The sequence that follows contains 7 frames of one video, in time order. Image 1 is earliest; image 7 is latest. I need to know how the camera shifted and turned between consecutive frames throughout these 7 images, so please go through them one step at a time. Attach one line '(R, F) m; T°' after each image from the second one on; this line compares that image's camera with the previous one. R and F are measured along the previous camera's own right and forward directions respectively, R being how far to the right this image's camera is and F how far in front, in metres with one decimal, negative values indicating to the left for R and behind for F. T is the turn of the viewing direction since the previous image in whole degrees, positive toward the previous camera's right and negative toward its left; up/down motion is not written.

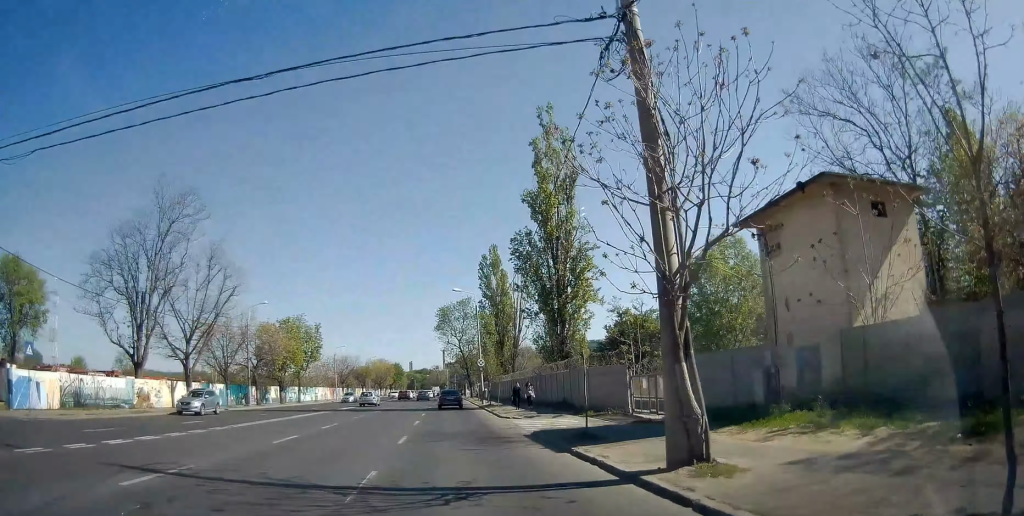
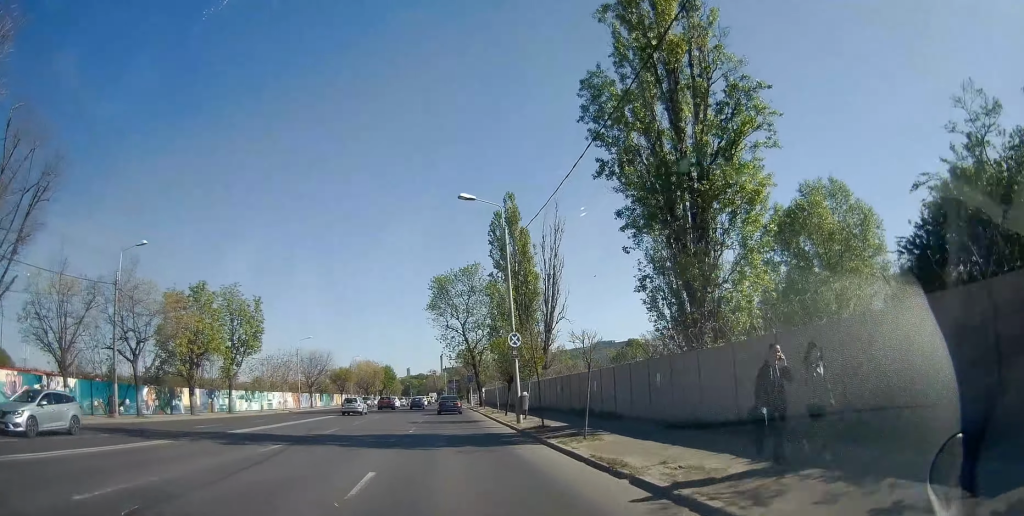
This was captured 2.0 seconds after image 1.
(-0.7, +26.8) m; -1°
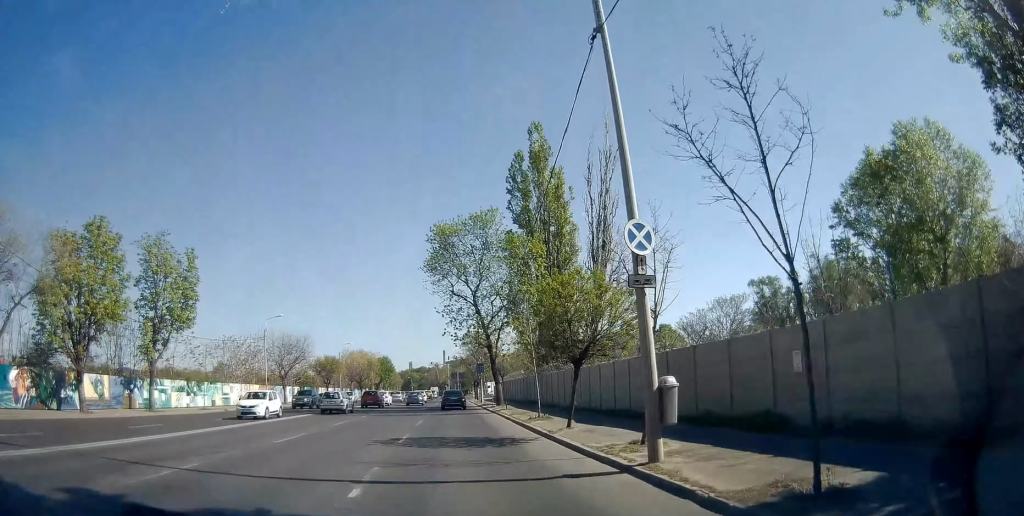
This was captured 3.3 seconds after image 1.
(+0.3, +16.7) m; +1°
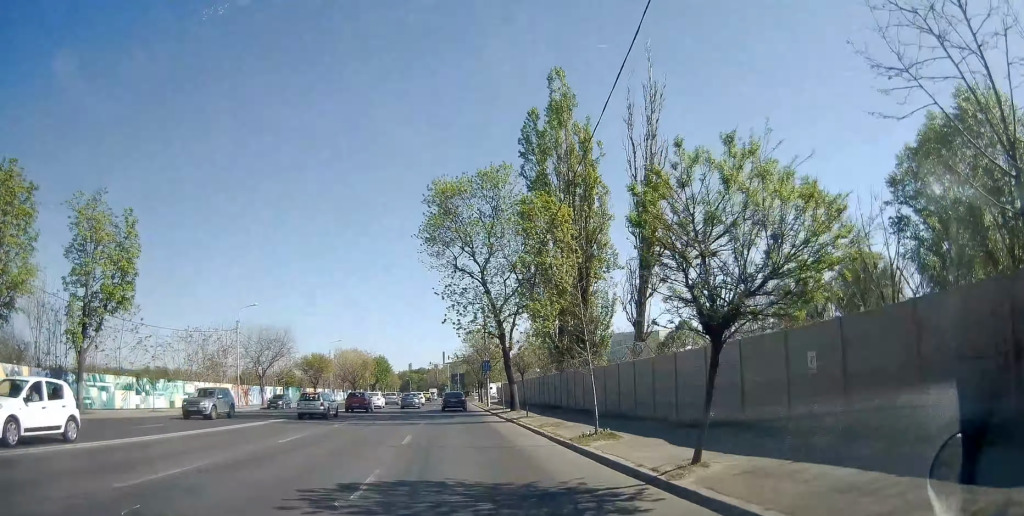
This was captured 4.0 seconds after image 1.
(0.0, +9.2) m; -1°
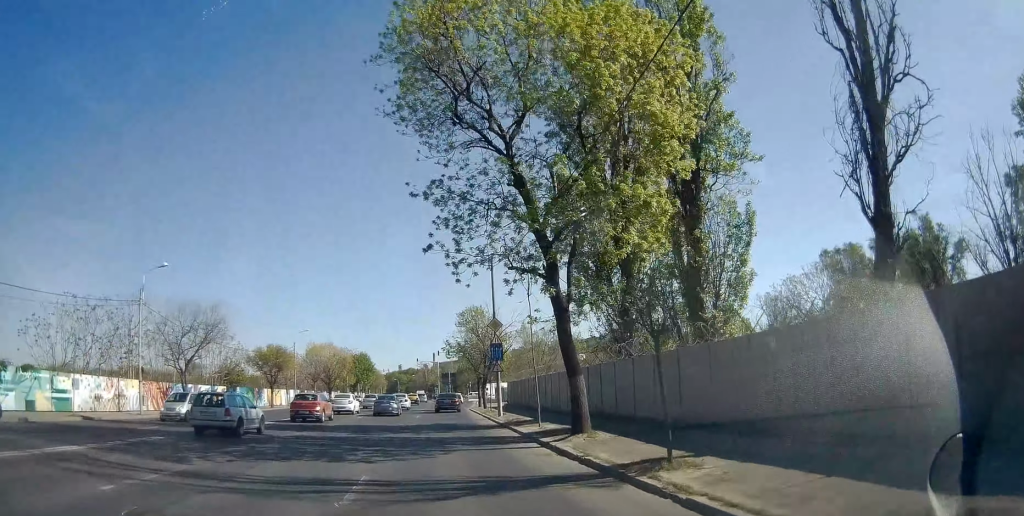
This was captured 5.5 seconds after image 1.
(-0.1, +17.9) m; +1°
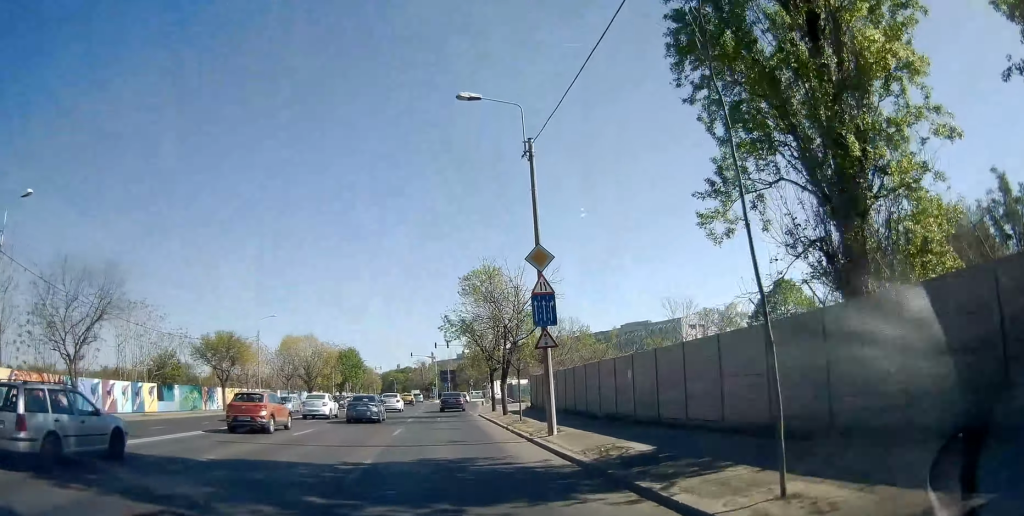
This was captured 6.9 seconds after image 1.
(+0.2, +15.4) m; +1°
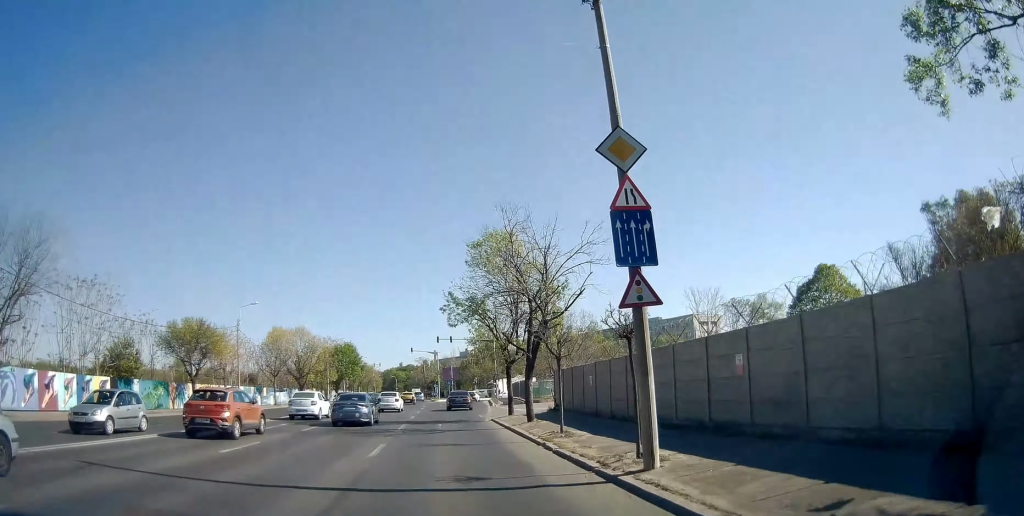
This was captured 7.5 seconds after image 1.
(0.0, +7.6) m; 0°
